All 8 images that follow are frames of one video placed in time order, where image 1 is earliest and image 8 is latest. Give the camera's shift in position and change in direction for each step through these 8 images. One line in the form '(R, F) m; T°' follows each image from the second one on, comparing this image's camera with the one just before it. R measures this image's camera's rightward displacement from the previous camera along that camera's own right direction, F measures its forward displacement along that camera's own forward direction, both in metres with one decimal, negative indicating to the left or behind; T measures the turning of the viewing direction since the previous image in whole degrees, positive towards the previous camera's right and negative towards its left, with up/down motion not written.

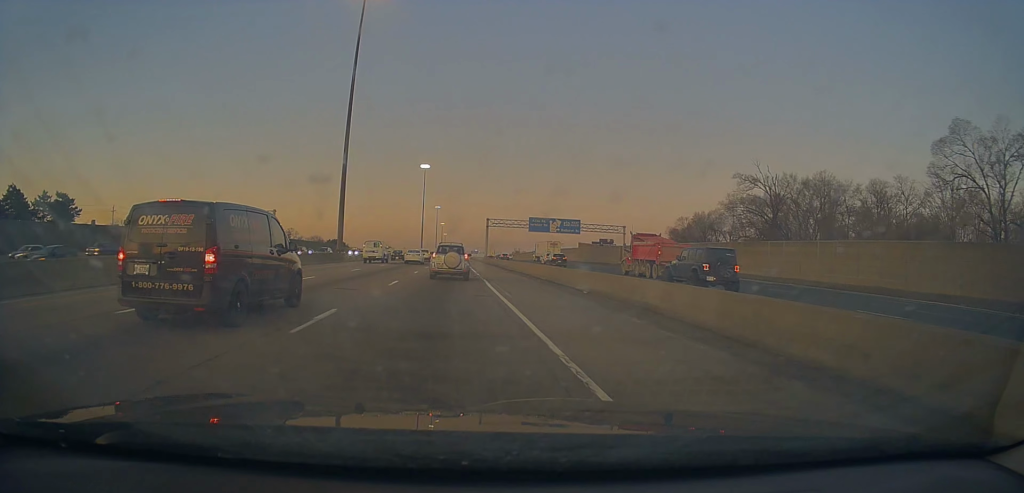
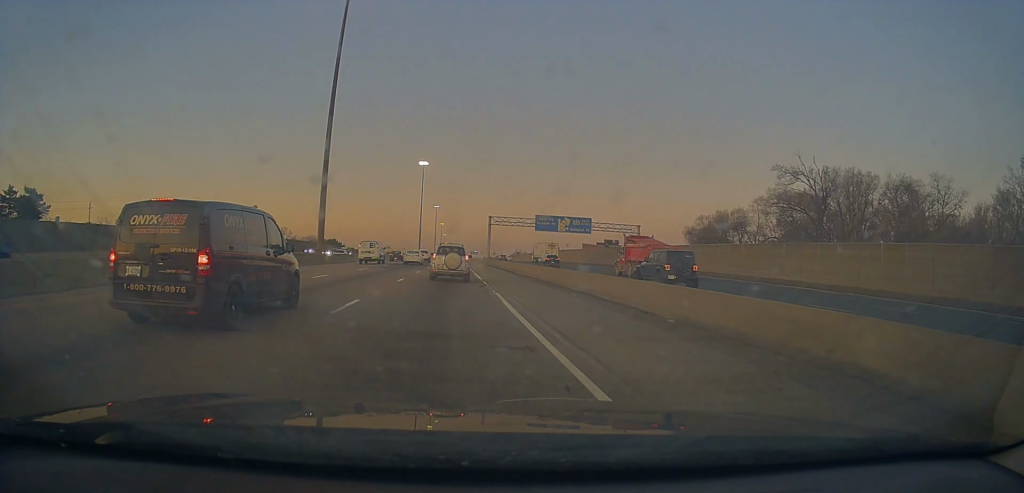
(0.0, +9.2) m; 0°
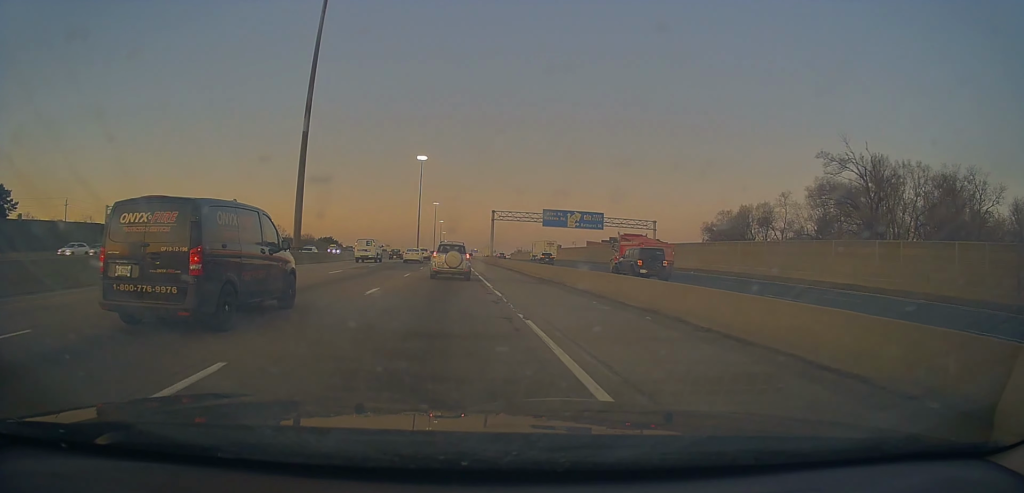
(0.0, +8.5) m; 0°
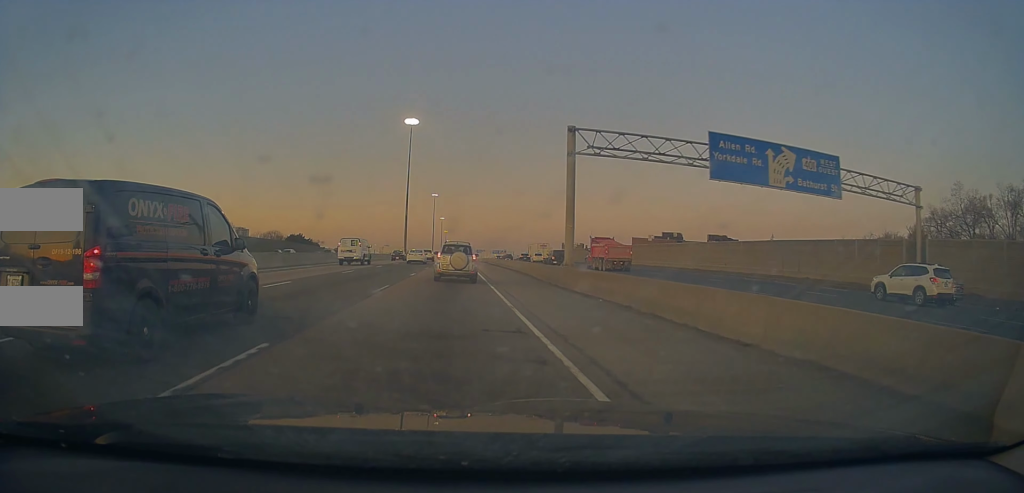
(+0.1, +58.9) m; -1°
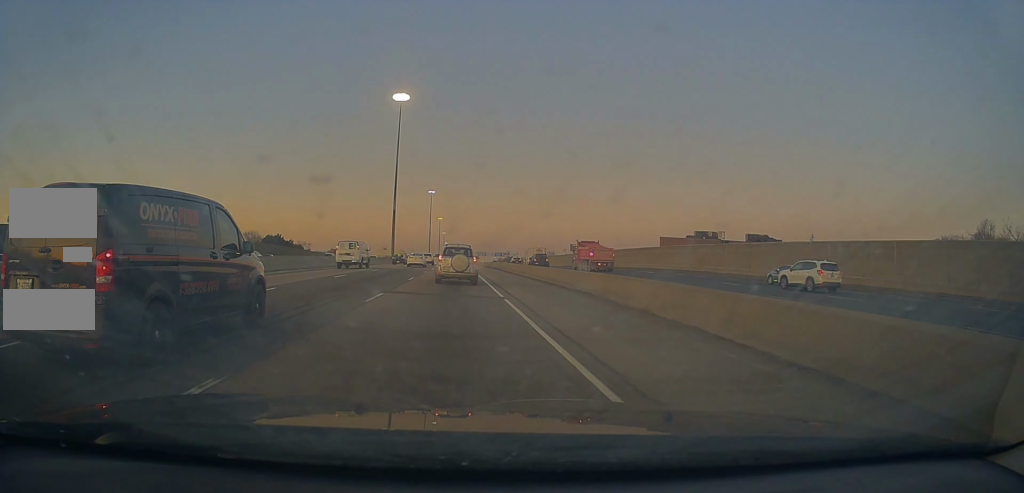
(-0.5, +26.3) m; -1°
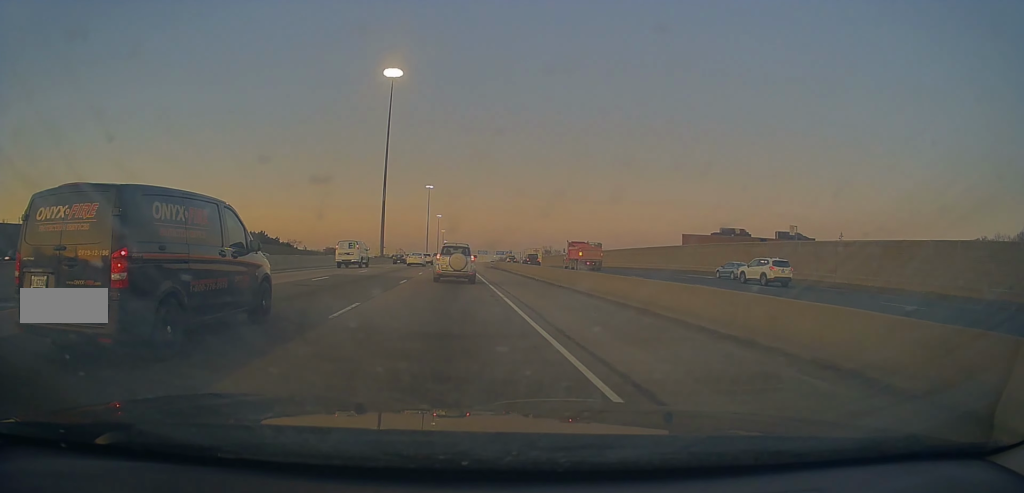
(0.0, +16.1) m; +1°
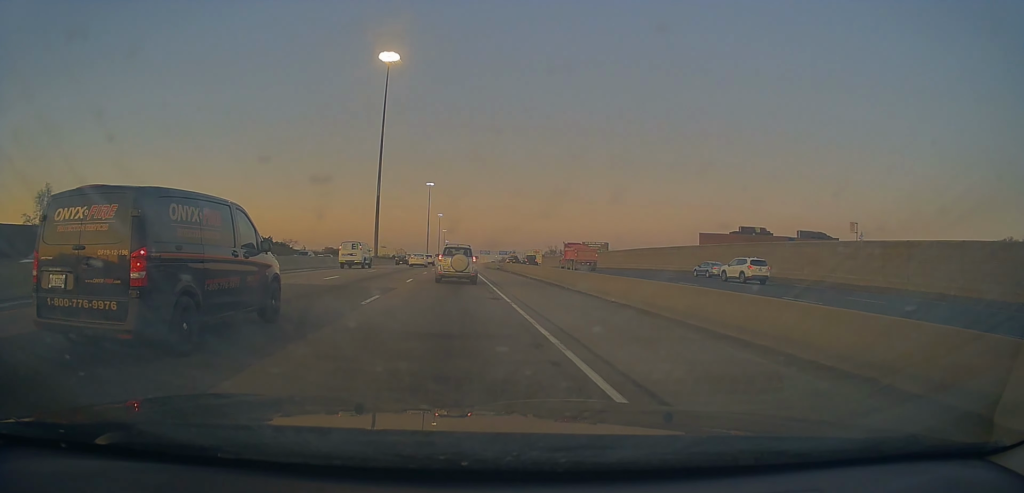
(0.0, +9.4) m; +1°
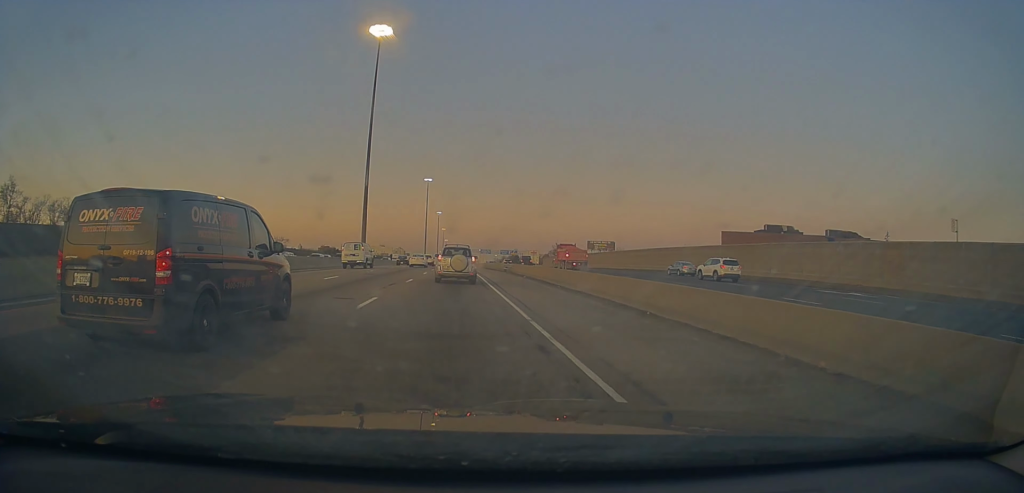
(+0.2, +12.0) m; +1°
